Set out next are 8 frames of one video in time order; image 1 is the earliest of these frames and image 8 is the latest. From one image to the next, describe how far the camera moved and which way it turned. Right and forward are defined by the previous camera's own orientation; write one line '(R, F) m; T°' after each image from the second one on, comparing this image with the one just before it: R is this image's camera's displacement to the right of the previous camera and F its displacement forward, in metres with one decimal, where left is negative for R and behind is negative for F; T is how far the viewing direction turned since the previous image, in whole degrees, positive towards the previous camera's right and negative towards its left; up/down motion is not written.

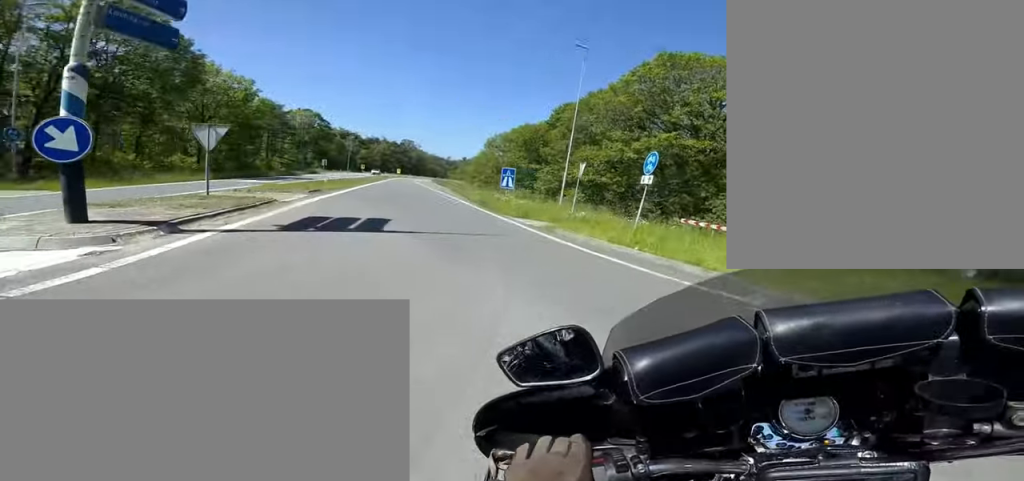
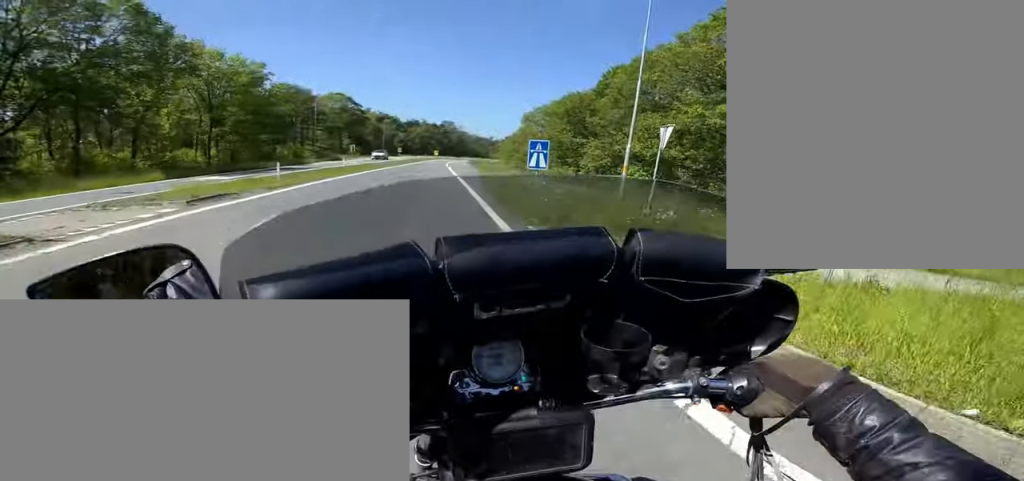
(-0.7, +5.5) m; -17°
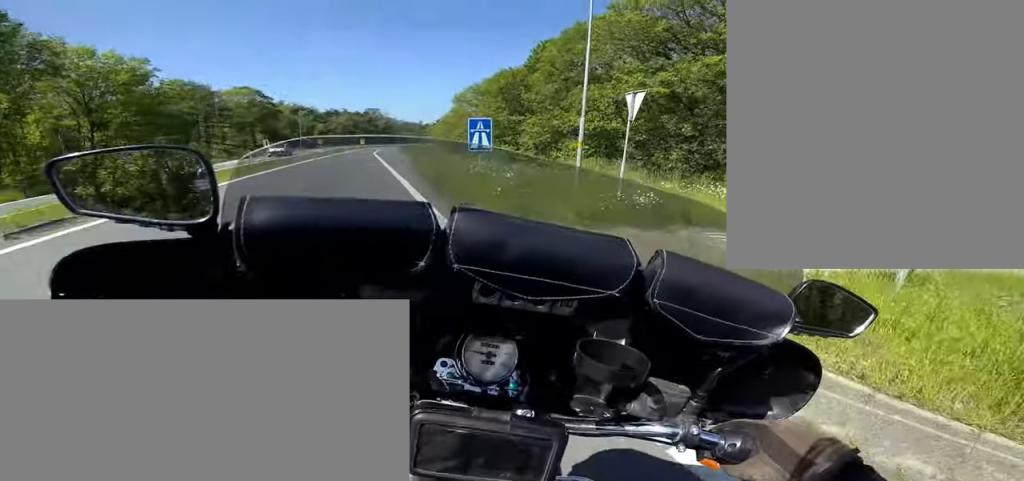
(-0.1, +1.6) m; -2°
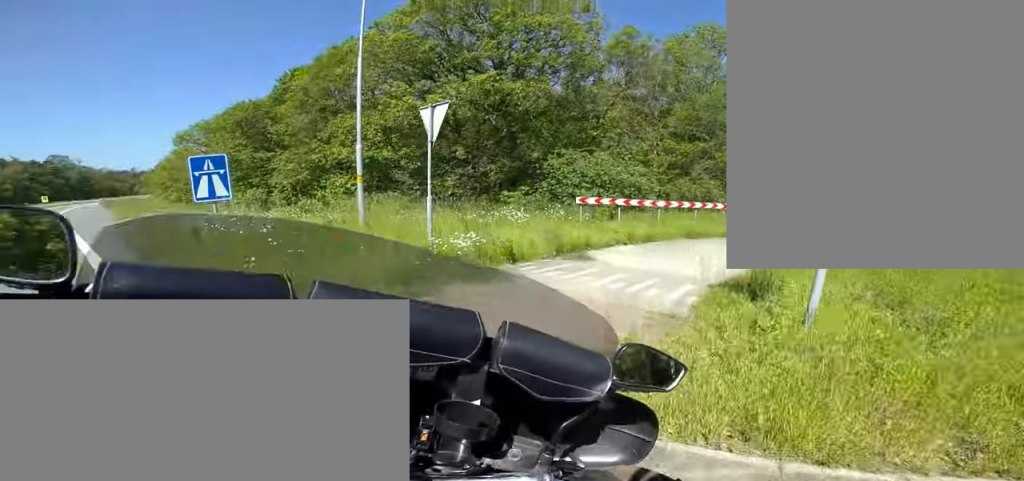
(0.0, +2.1) m; +10°
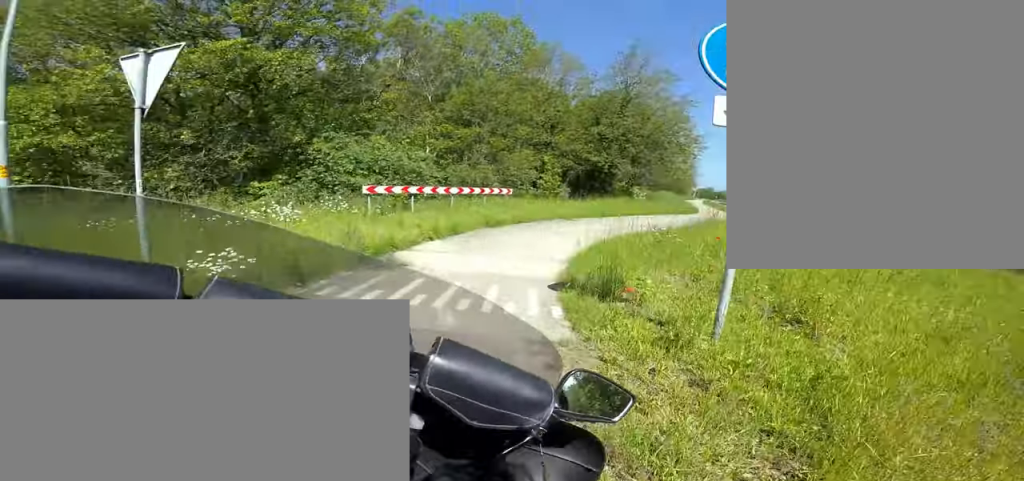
(-0.4, +2.0) m; +29°
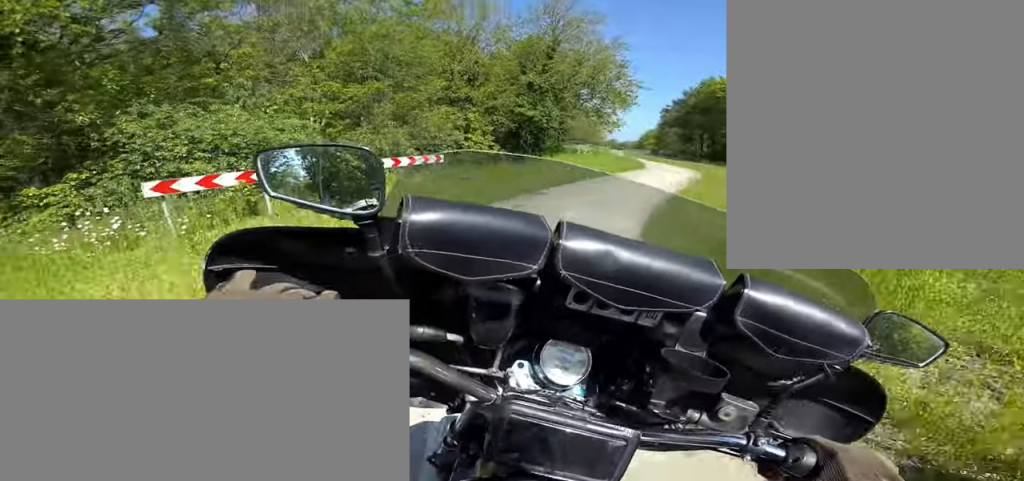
(+3.5, +3.9) m; +52°
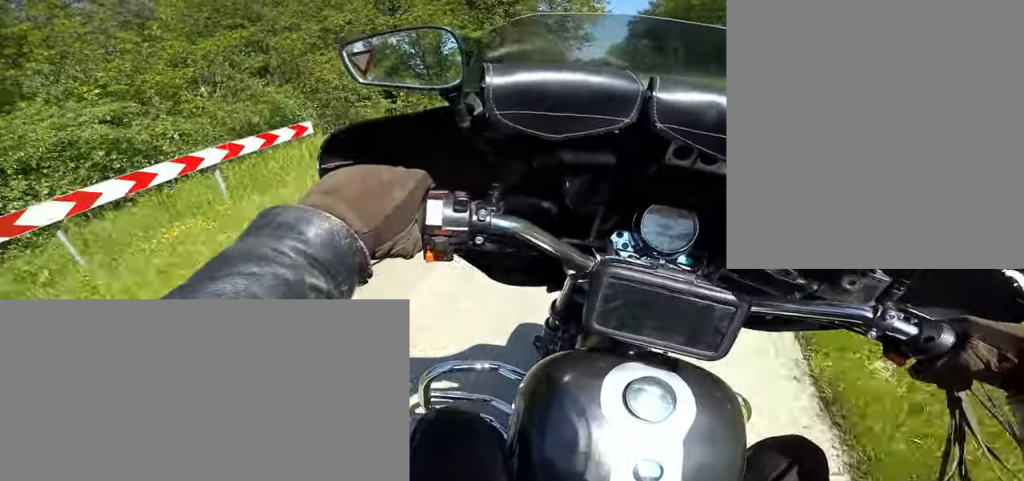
(-0.1, +4.0) m; +7°
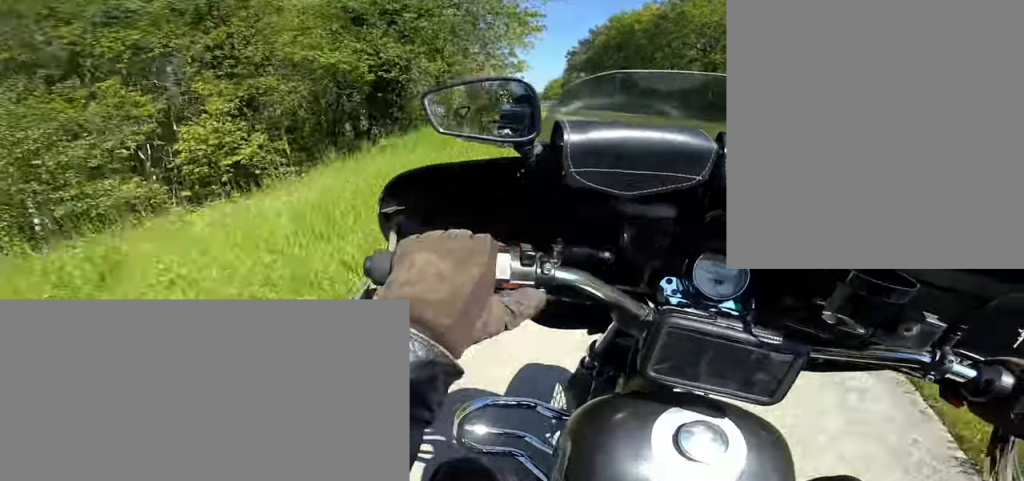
(+0.8, +5.9) m; 0°
